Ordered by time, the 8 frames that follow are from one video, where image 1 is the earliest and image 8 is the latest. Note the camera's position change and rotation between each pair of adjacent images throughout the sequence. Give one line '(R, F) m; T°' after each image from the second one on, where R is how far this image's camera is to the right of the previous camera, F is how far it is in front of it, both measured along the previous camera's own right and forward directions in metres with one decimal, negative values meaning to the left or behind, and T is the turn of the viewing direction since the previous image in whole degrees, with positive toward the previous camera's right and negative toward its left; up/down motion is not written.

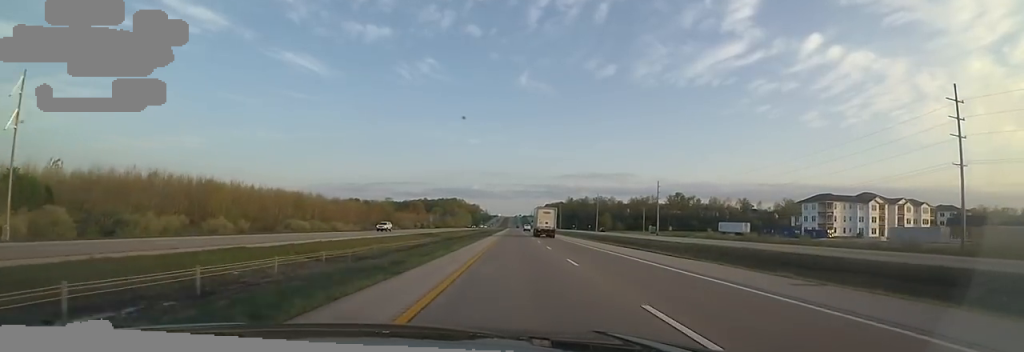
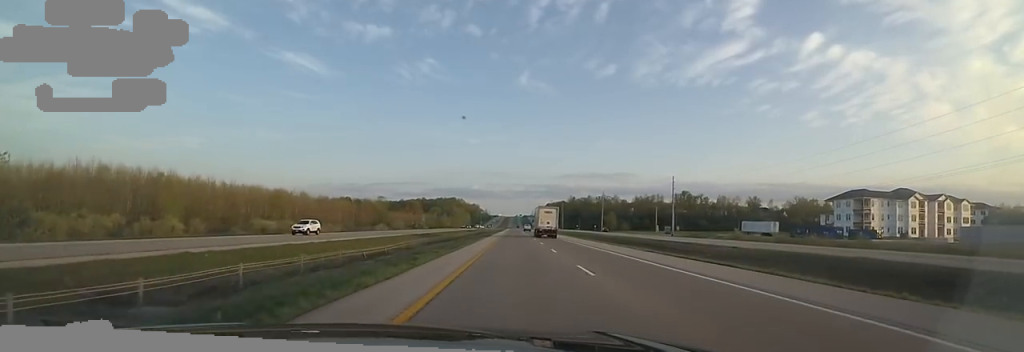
(-1.2, +15.4) m; -1°
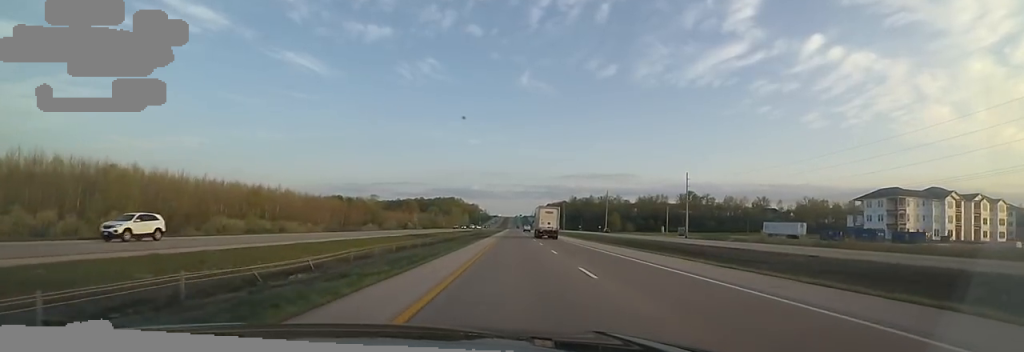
(-0.8, +12.4) m; -1°
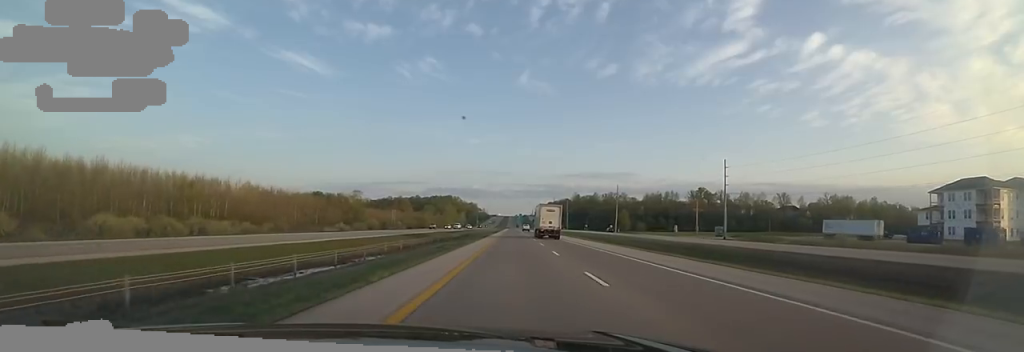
(+1.1, +26.4) m; +1°
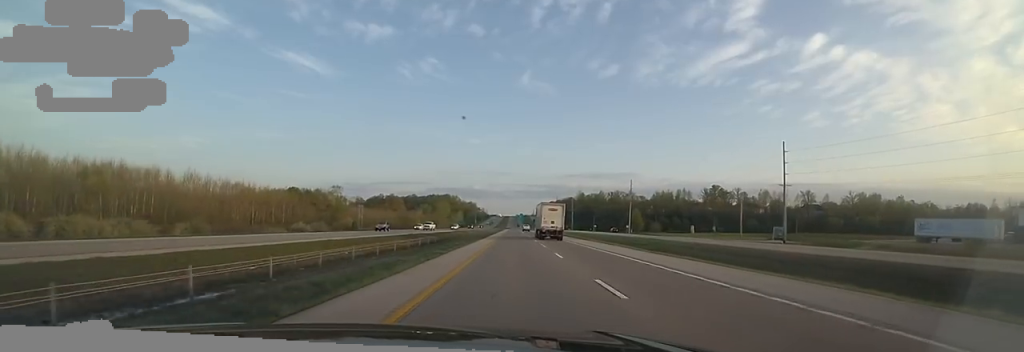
(-0.2, +26.5) m; 0°
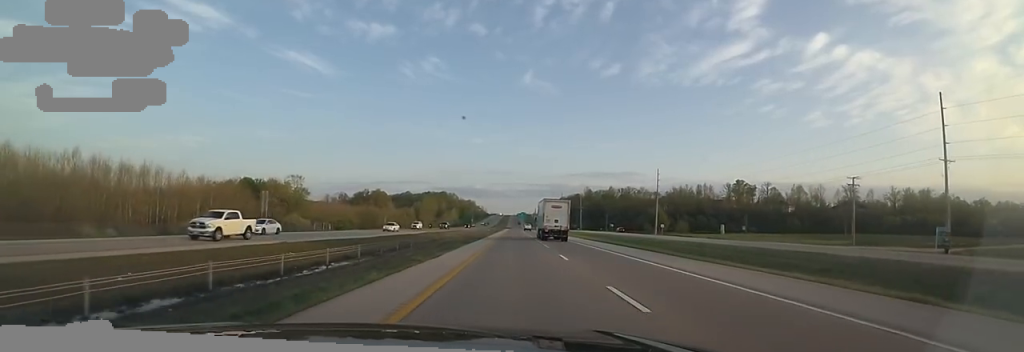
(+0.3, +38.2) m; +1°
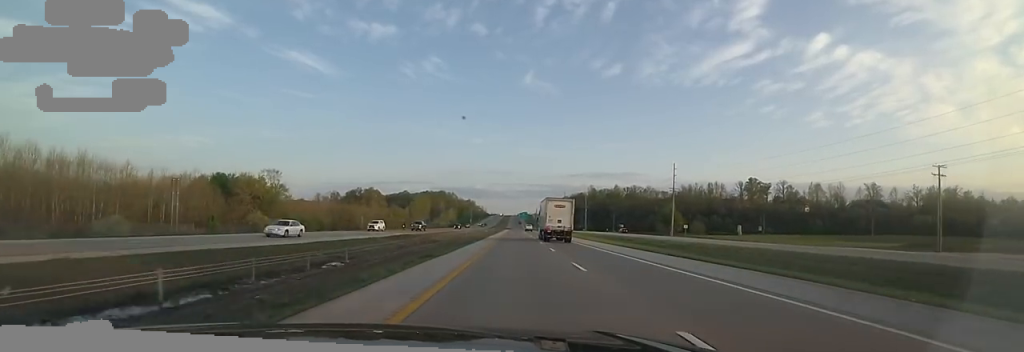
(+0.1, +16.8) m; 0°
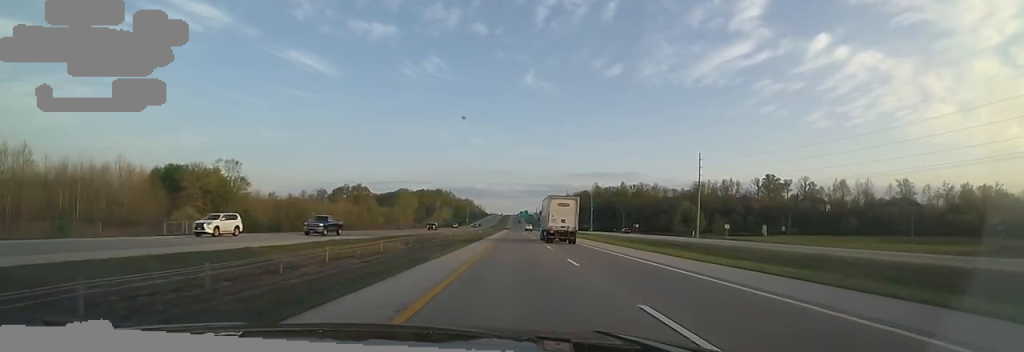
(+0.2, +21.9) m; -1°
